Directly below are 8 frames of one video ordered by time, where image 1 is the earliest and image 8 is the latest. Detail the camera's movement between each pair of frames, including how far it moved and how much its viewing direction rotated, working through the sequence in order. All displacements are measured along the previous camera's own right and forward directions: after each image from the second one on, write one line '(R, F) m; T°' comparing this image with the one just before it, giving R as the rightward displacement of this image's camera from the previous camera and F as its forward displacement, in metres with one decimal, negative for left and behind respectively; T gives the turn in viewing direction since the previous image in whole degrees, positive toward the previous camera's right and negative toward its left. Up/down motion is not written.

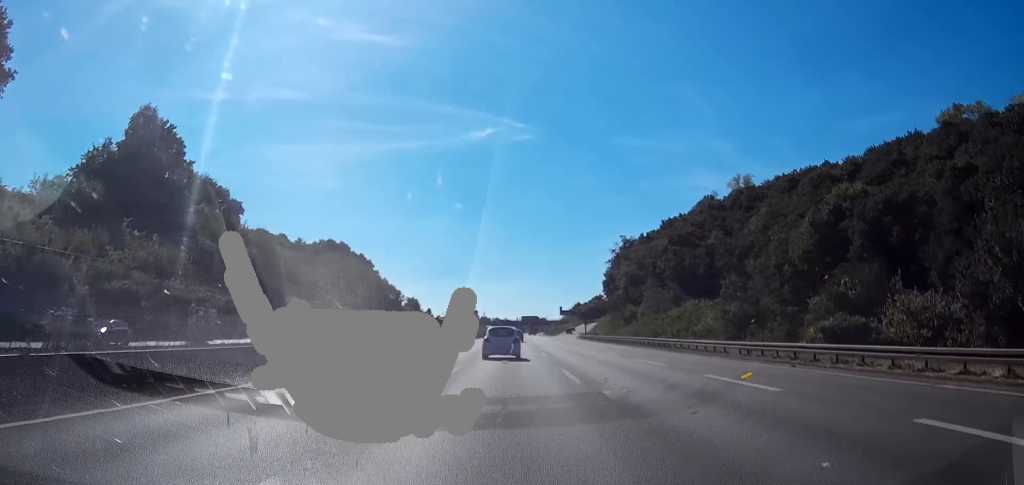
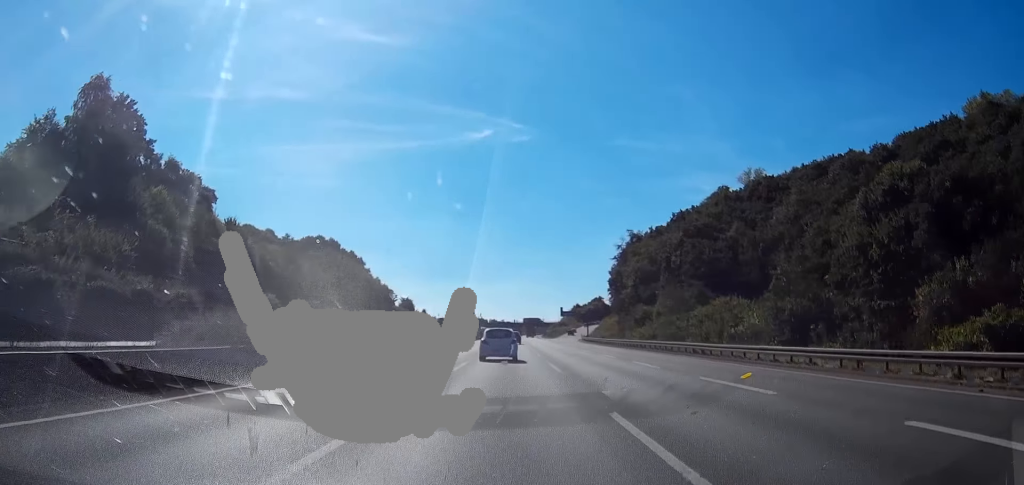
(0.0, +11.0) m; 0°
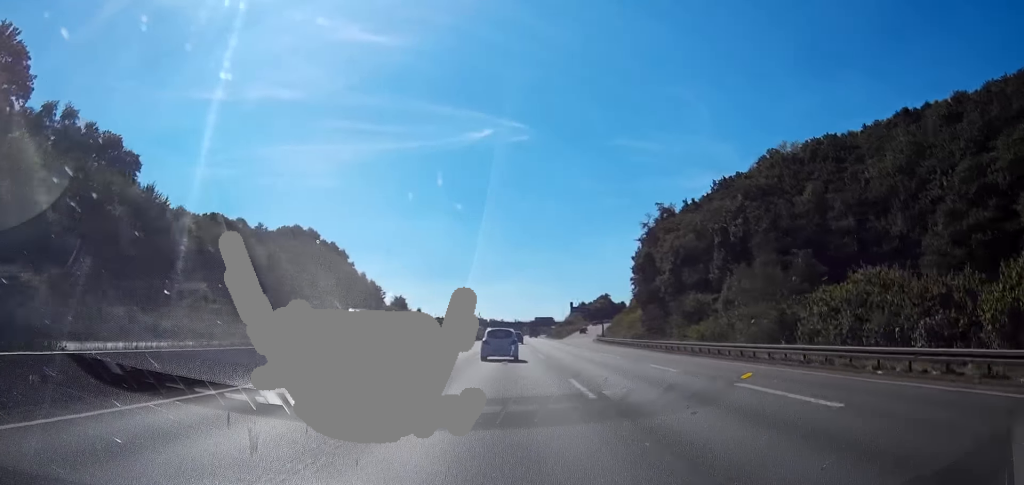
(-0.5, +25.5) m; -1°
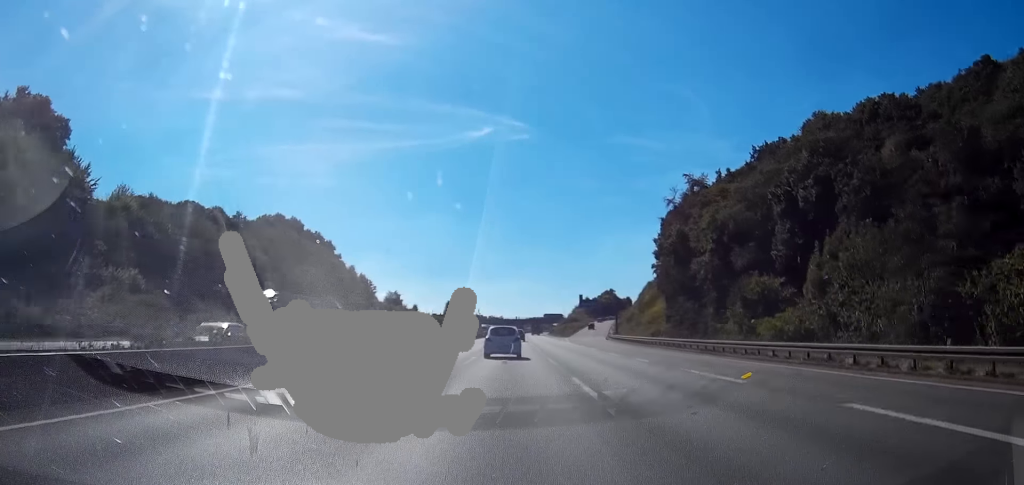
(0.0, +17.2) m; 0°
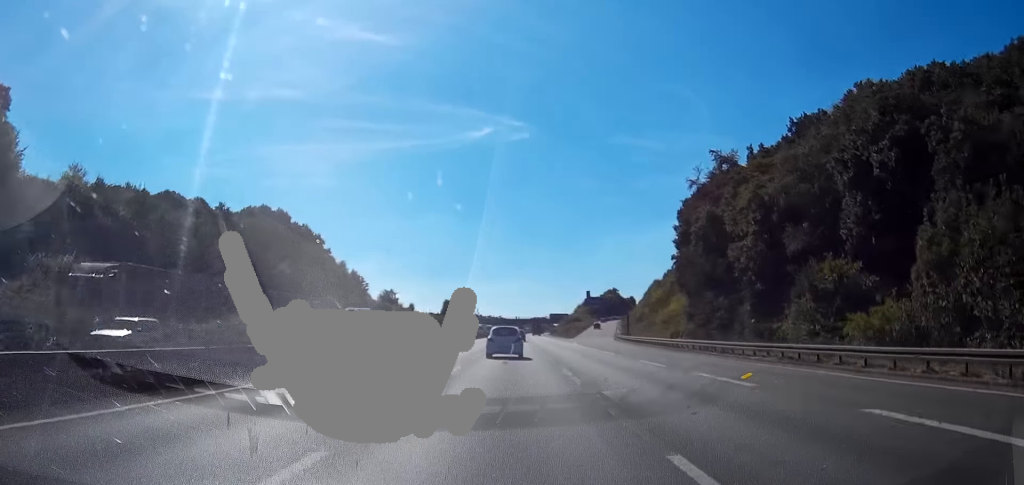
(0.0, +12.0) m; 0°
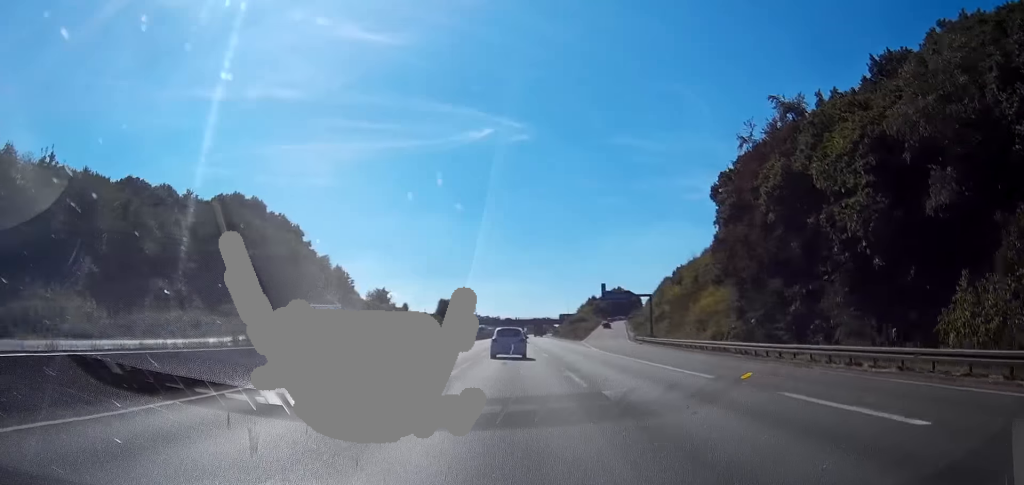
(0.0, +19.0) m; 0°
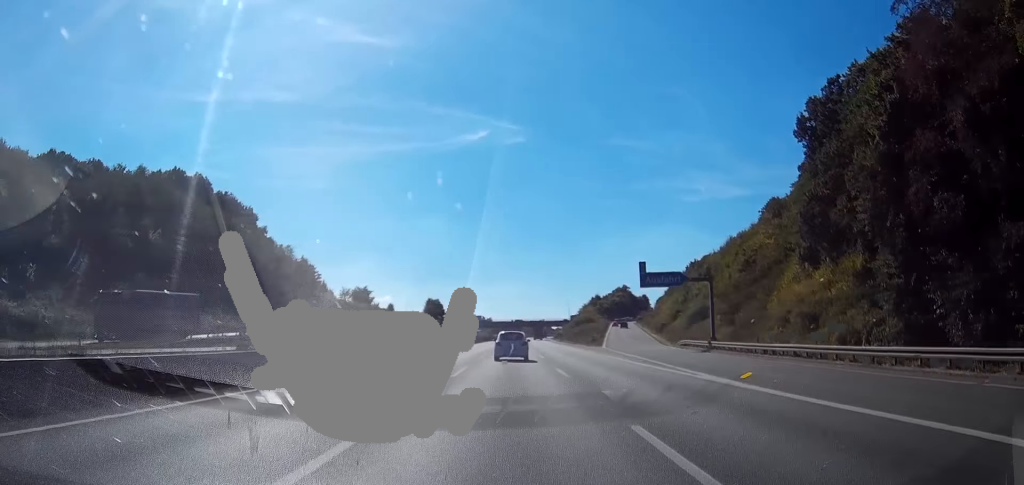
(0.0, +30.4) m; 0°
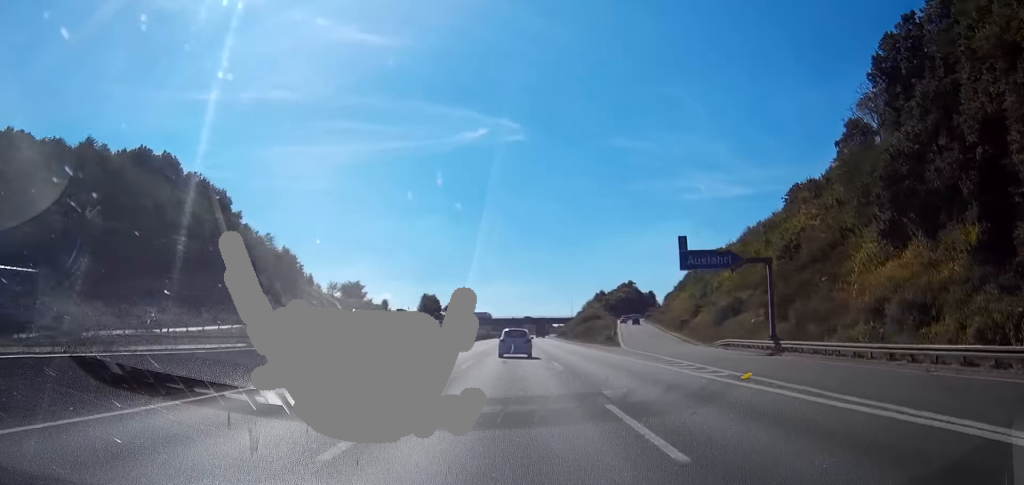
(0.0, +14.8) m; 0°
